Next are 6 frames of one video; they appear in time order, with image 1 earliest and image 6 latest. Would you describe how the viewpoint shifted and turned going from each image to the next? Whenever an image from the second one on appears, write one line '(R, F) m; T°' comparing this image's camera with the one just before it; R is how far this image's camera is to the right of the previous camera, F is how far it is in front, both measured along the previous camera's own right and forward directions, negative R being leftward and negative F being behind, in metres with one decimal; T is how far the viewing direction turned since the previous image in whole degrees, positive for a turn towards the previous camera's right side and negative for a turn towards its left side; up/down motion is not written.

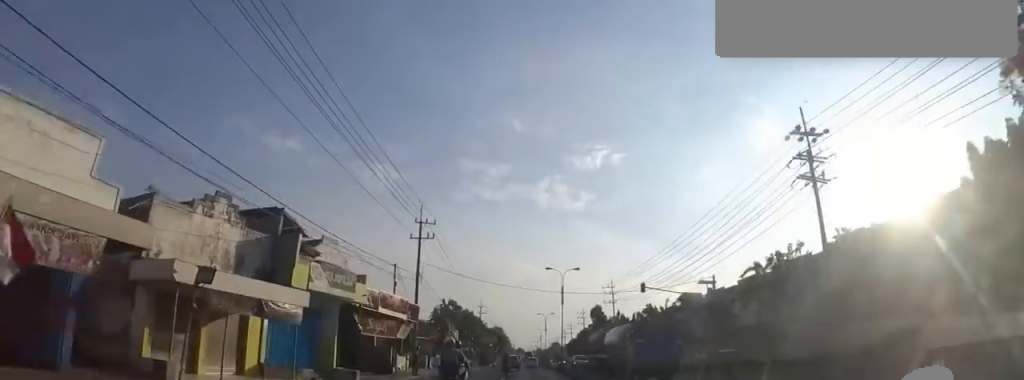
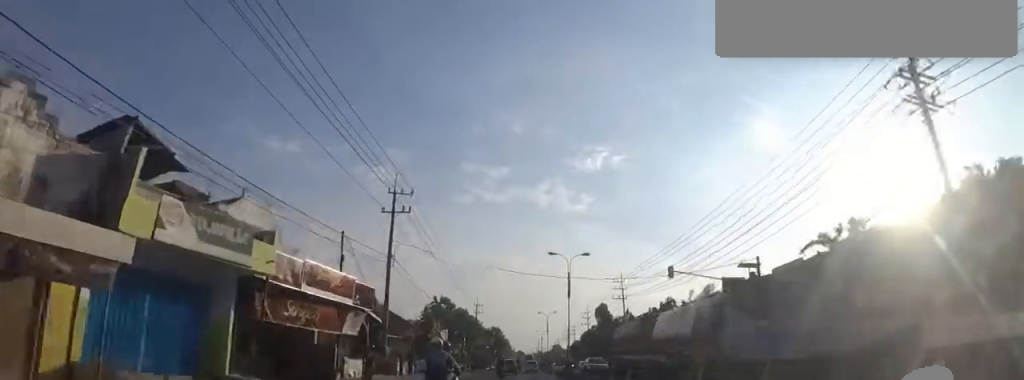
(0.0, +7.8) m; 0°
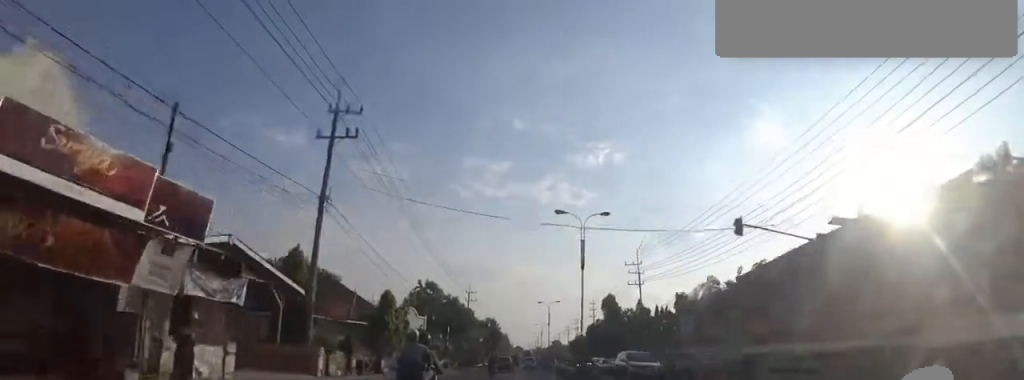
(0.0, +10.4) m; 0°
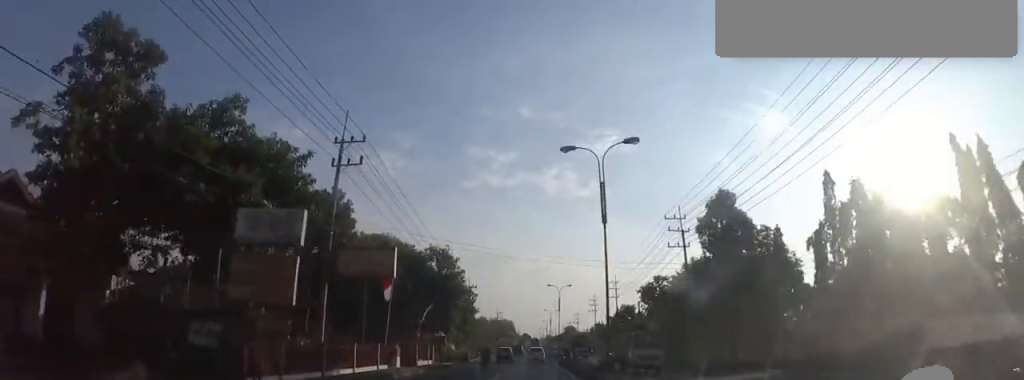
(-2.5, +53.6) m; -4°
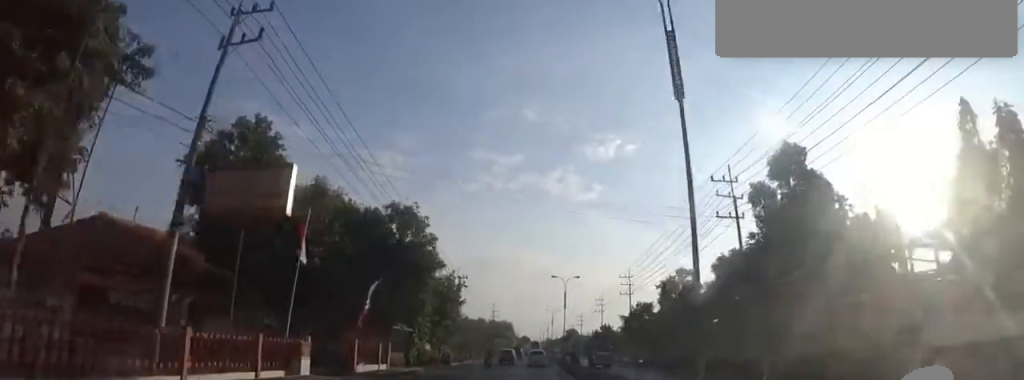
(+0.6, +10.6) m; +1°
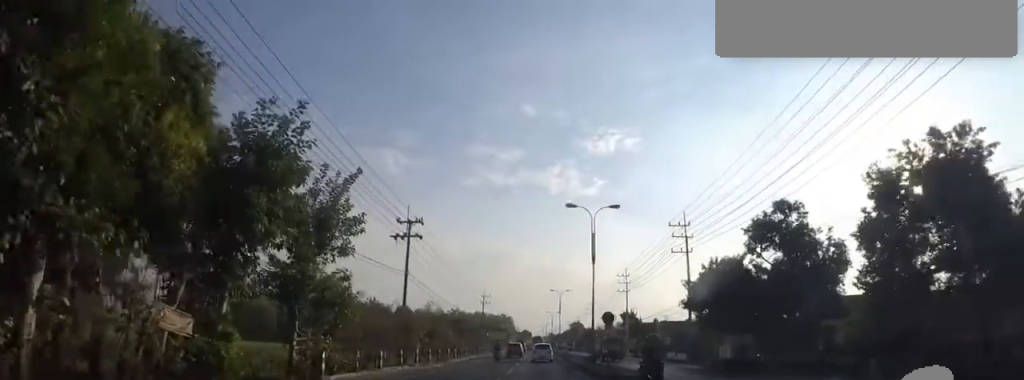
(-0.3, +25.3) m; +1°
